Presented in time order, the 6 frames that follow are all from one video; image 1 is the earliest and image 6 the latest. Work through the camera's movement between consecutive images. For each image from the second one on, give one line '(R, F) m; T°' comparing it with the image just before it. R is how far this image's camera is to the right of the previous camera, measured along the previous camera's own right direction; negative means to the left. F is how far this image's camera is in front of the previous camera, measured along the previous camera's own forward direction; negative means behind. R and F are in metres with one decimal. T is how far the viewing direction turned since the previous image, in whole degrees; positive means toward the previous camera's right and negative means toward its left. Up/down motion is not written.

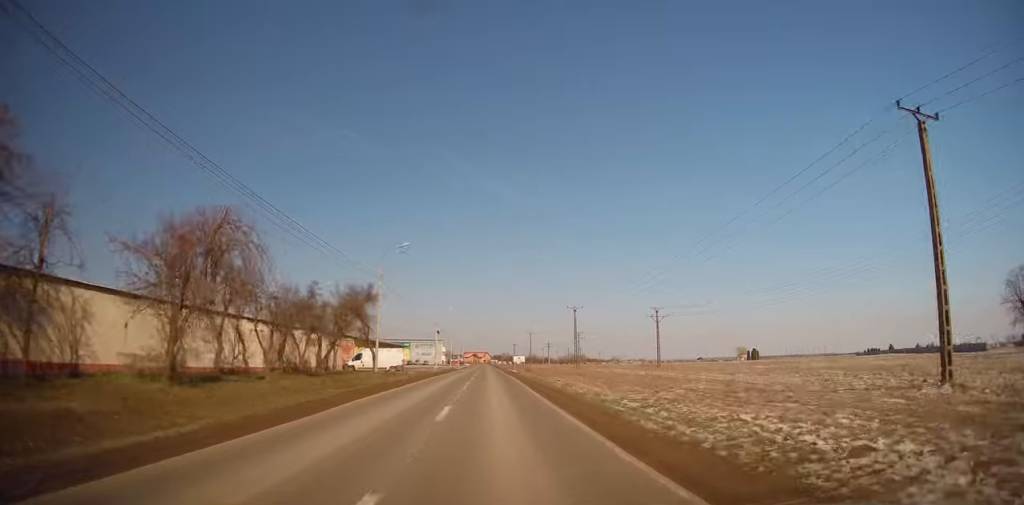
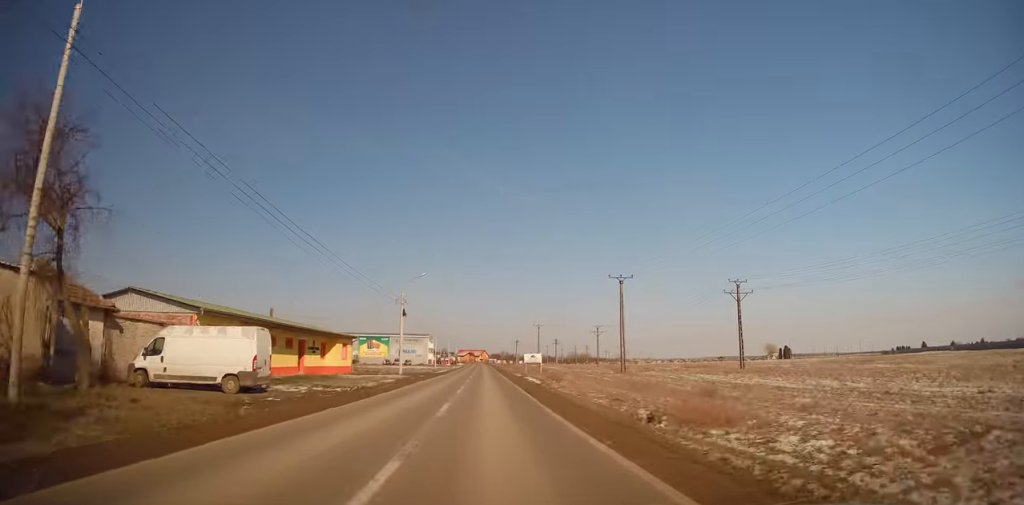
(-0.4, +33.3) m; -1°
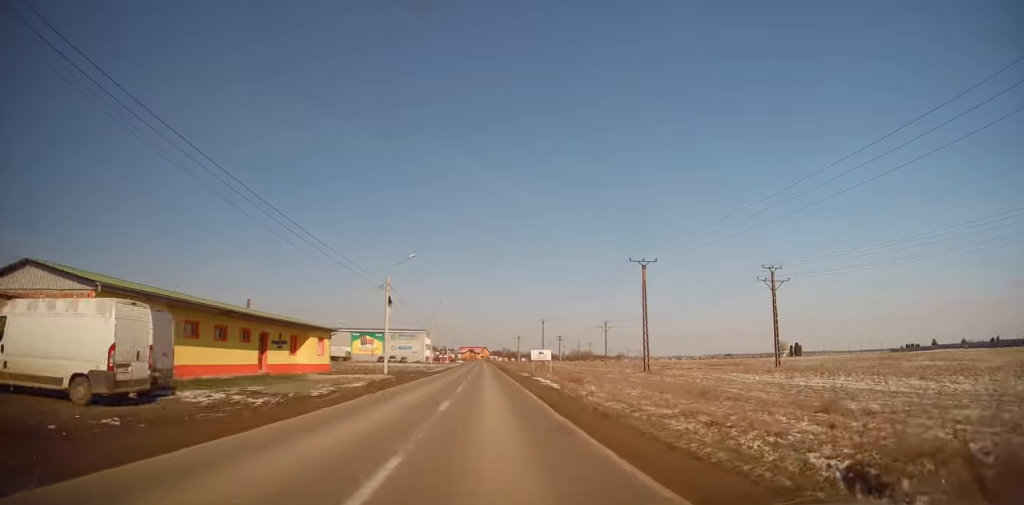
(+0.1, +8.3) m; 0°
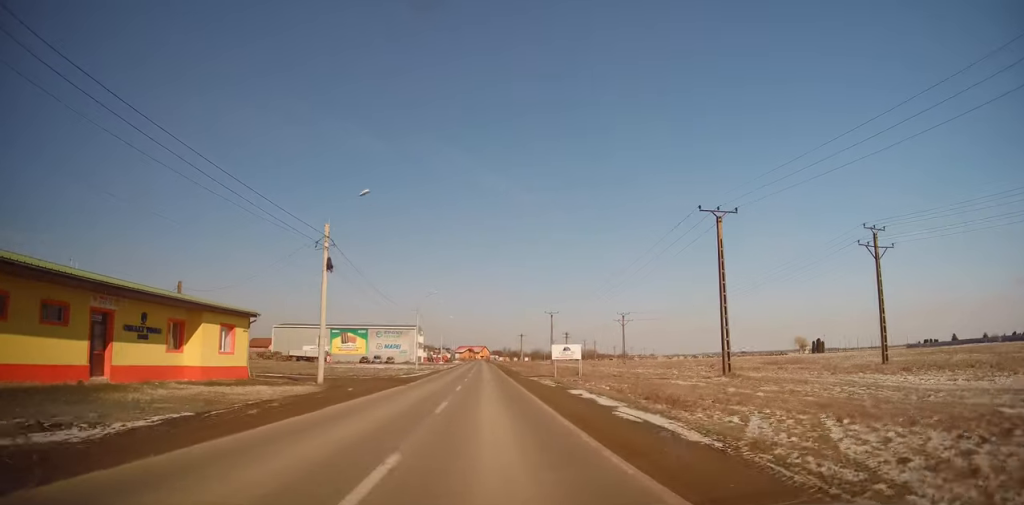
(-0.2, +17.4) m; 0°
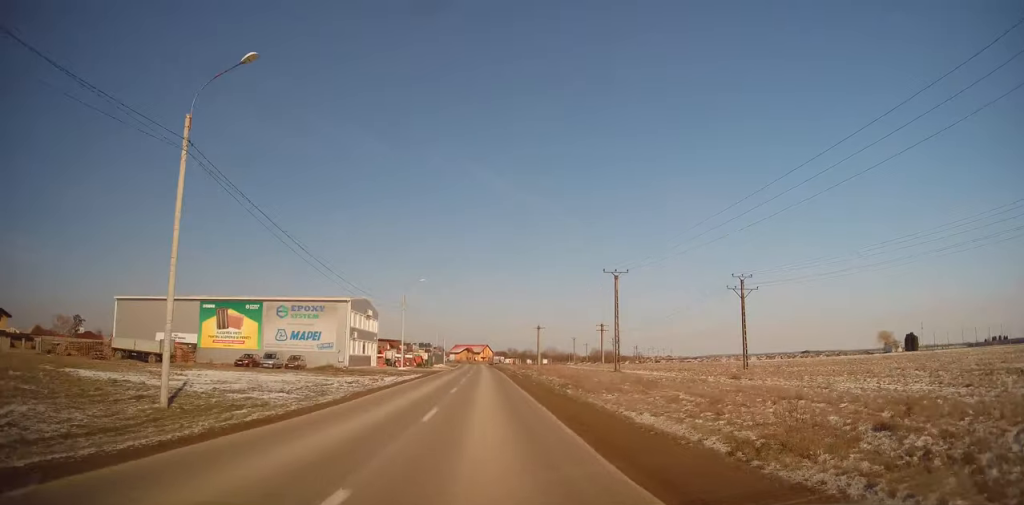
(+0.8, +54.6) m; 0°
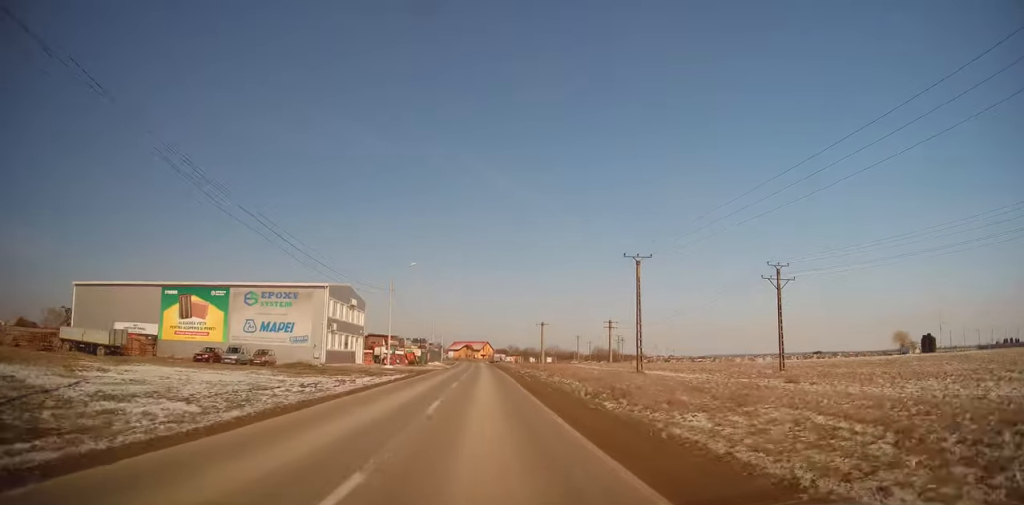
(0.0, +8.4) m; 0°
